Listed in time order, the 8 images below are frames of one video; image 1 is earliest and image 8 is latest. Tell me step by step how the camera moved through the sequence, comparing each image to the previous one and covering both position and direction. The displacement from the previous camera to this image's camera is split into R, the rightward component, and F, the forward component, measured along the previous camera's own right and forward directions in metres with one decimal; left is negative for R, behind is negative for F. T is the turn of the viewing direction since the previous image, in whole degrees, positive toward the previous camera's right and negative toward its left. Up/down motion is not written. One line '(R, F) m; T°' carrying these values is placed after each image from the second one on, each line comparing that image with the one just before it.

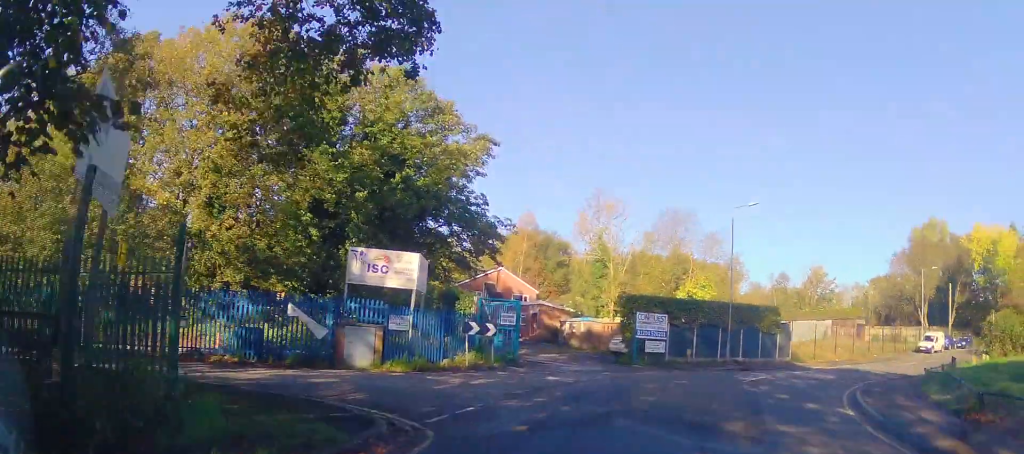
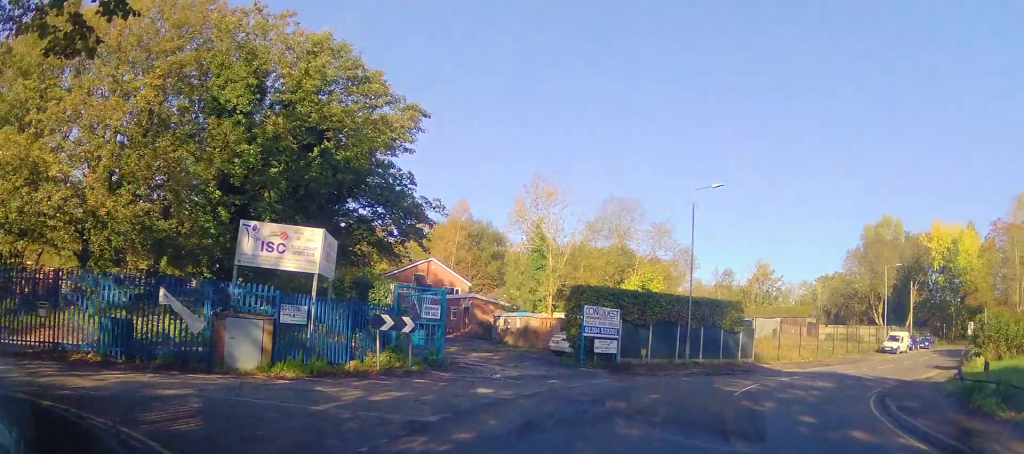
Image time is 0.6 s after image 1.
(+0.2, +3.8) m; +6°
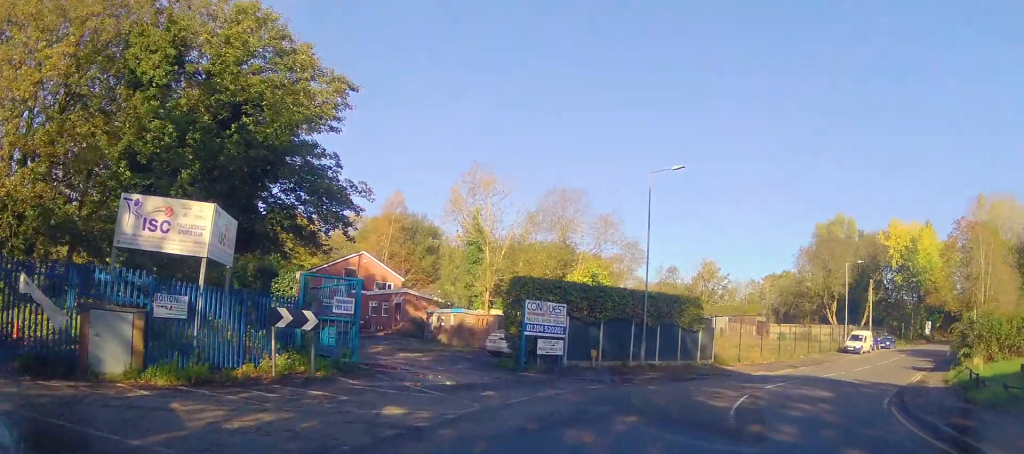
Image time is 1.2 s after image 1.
(+0.1, +3.1) m; +6°
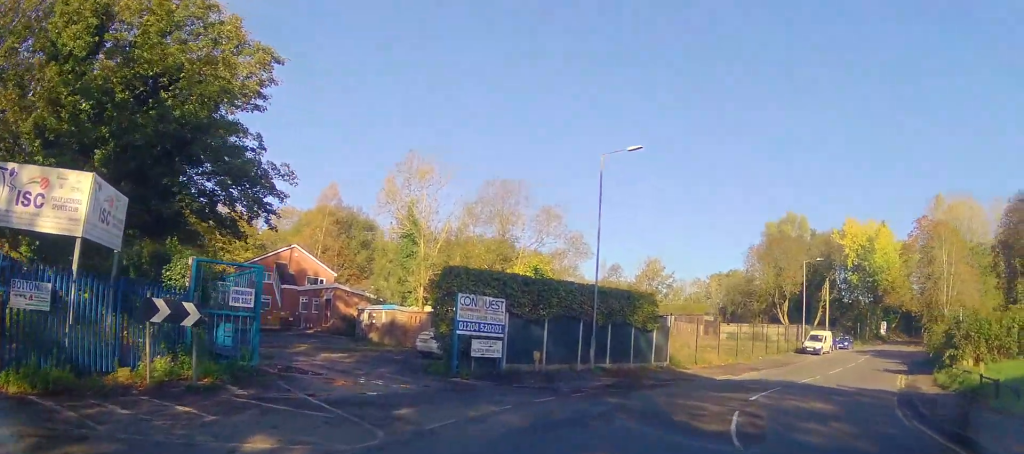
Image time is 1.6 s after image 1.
(+0.2, +2.6) m; +8°
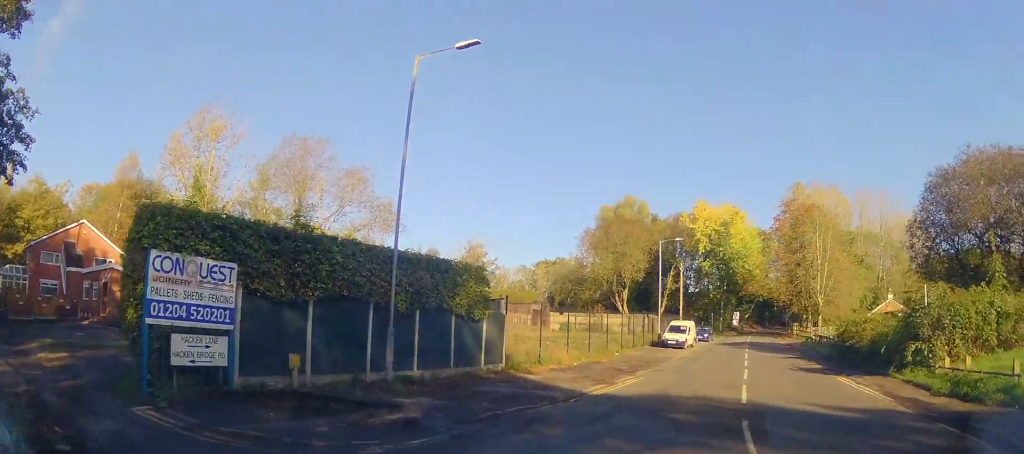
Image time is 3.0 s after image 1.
(+1.3, +7.2) m; +17°
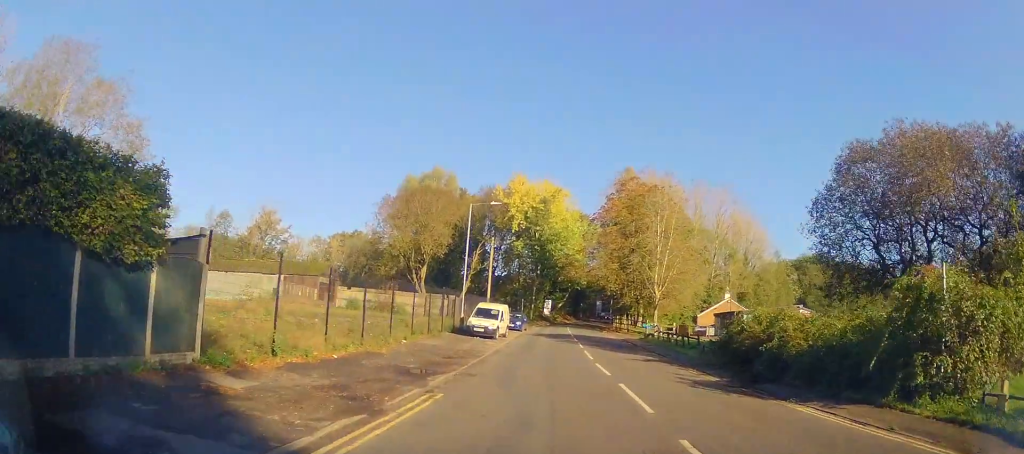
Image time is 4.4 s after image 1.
(+1.2, +8.1) m; +19°
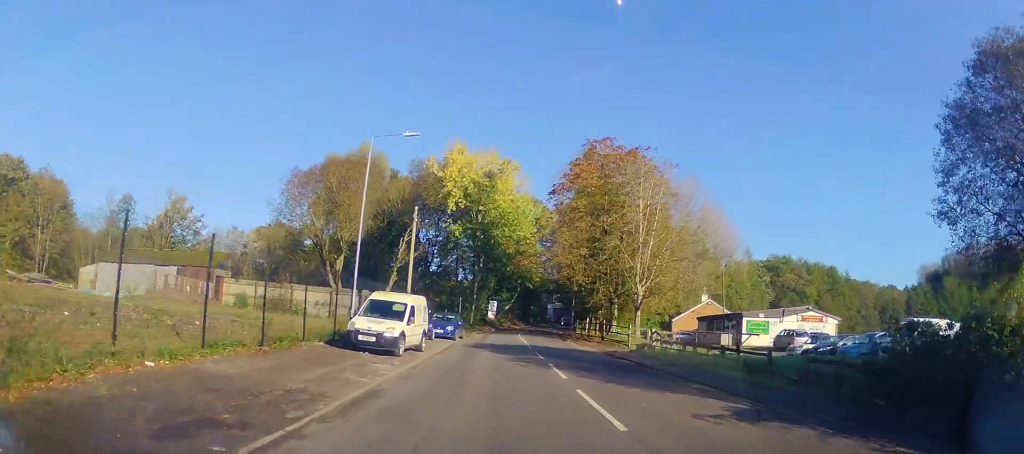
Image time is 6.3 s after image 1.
(+2.5, +12.3) m; +16°
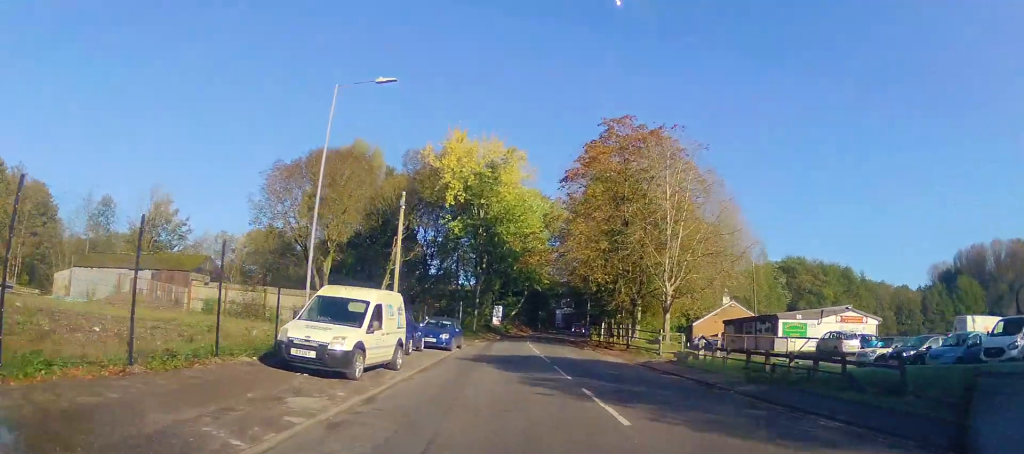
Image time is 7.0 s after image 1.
(+0.2, +5.5) m; 0°
